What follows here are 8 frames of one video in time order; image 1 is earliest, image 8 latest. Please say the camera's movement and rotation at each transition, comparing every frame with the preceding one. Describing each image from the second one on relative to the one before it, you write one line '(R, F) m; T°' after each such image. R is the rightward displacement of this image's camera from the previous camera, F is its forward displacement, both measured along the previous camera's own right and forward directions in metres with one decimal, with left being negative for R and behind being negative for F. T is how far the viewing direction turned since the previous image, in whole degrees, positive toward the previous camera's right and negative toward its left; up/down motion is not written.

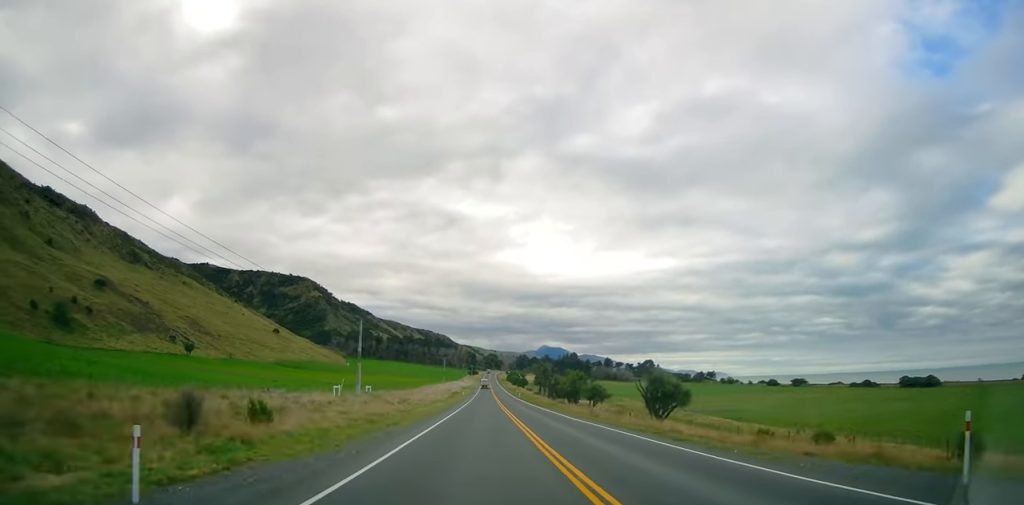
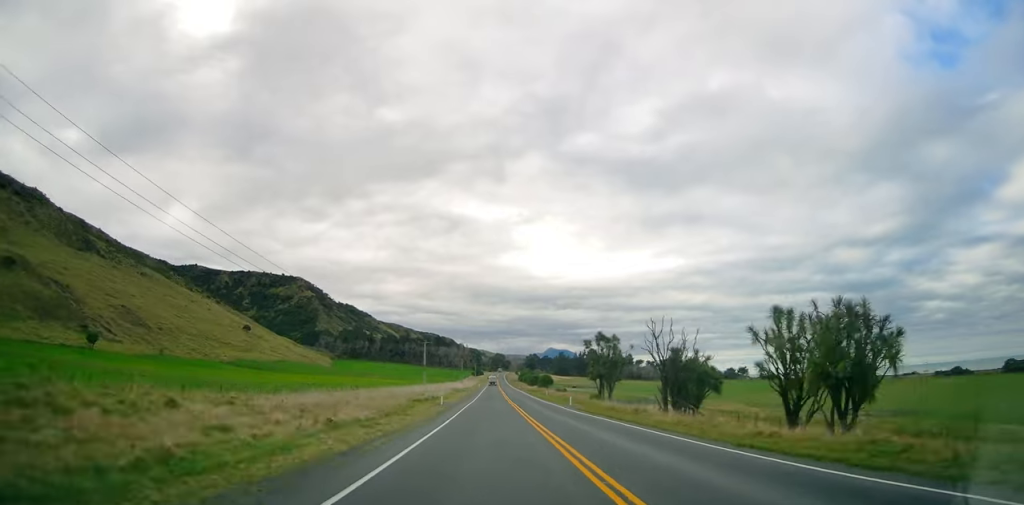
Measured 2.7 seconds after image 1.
(-0.2, +64.3) m; 0°
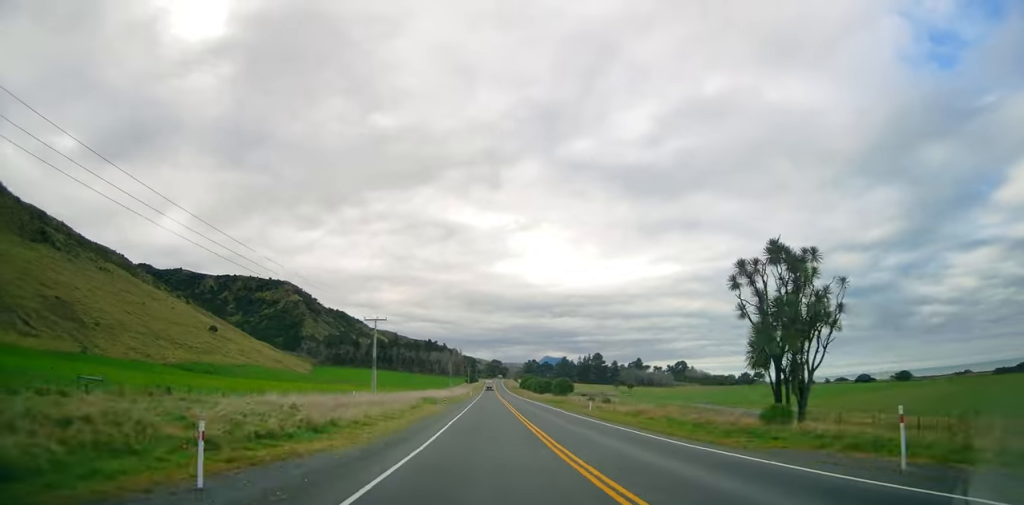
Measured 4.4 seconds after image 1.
(-0.1, +41.6) m; 0°
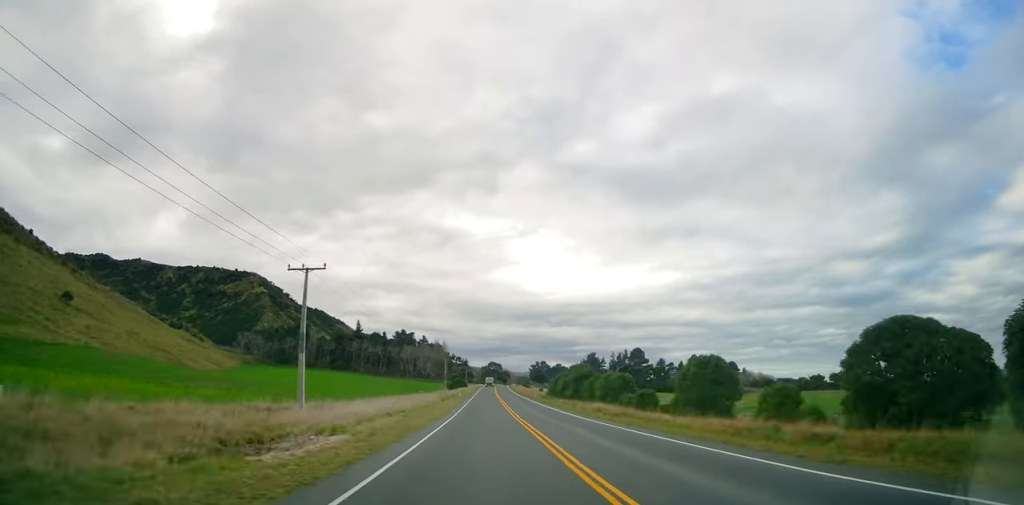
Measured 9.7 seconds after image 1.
(+0.5, +124.9) m; 0°
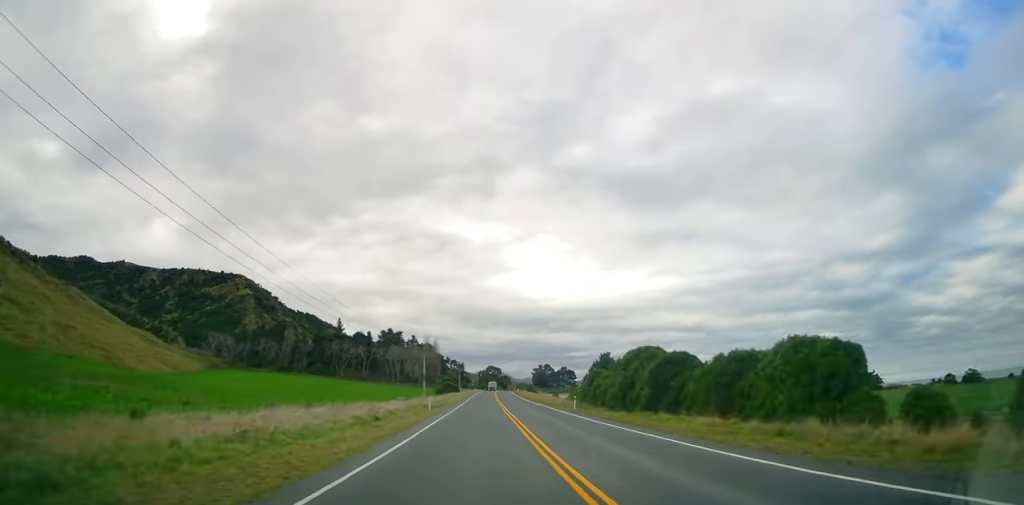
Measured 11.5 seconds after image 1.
(0.0, +39.8) m; 0°
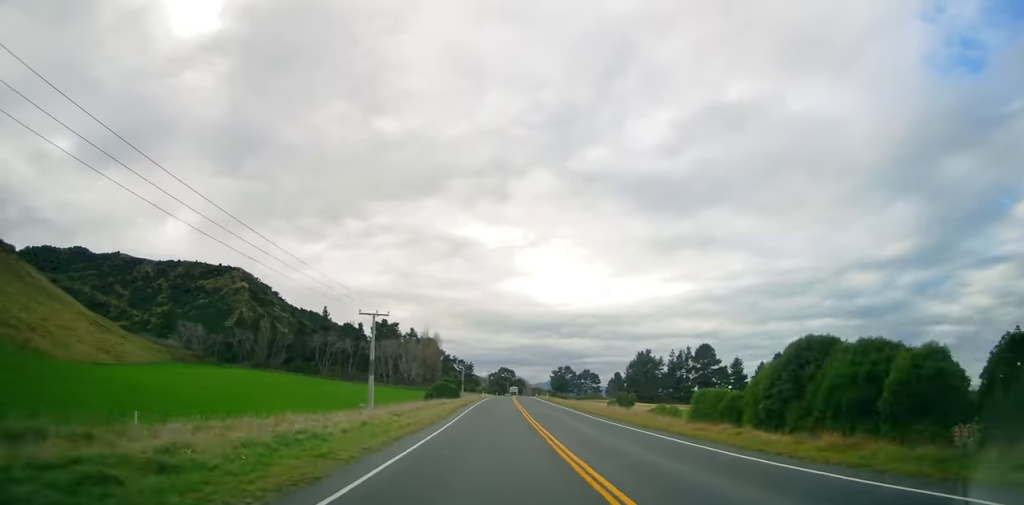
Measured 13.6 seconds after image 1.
(+0.1, +48.8) m; 0°
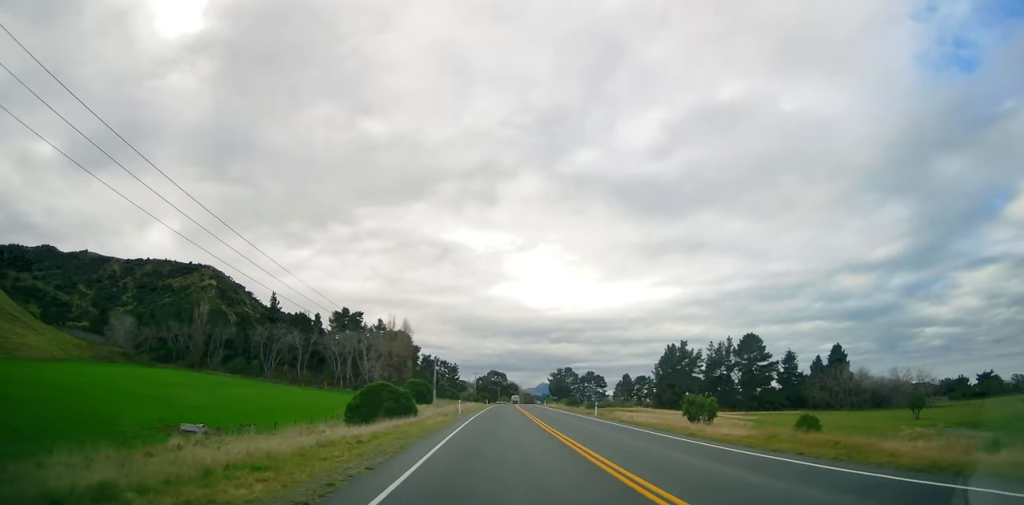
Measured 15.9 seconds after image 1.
(-0.1, +51.2) m; +1°
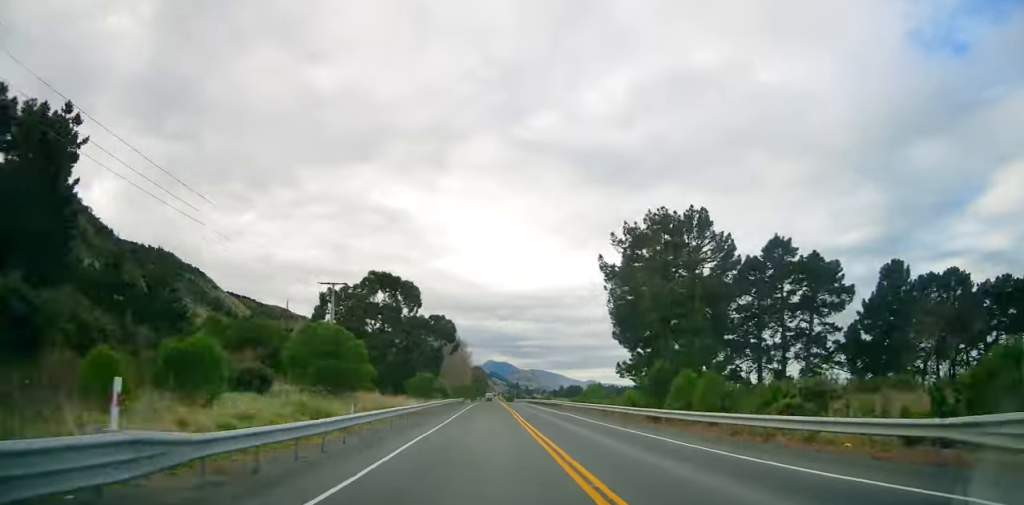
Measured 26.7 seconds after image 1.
(+11.2, +244.2) m; +4°
